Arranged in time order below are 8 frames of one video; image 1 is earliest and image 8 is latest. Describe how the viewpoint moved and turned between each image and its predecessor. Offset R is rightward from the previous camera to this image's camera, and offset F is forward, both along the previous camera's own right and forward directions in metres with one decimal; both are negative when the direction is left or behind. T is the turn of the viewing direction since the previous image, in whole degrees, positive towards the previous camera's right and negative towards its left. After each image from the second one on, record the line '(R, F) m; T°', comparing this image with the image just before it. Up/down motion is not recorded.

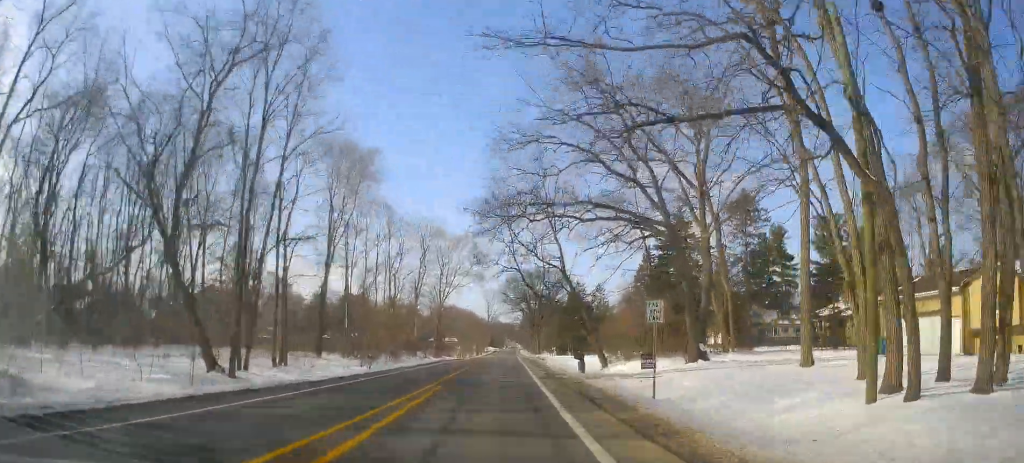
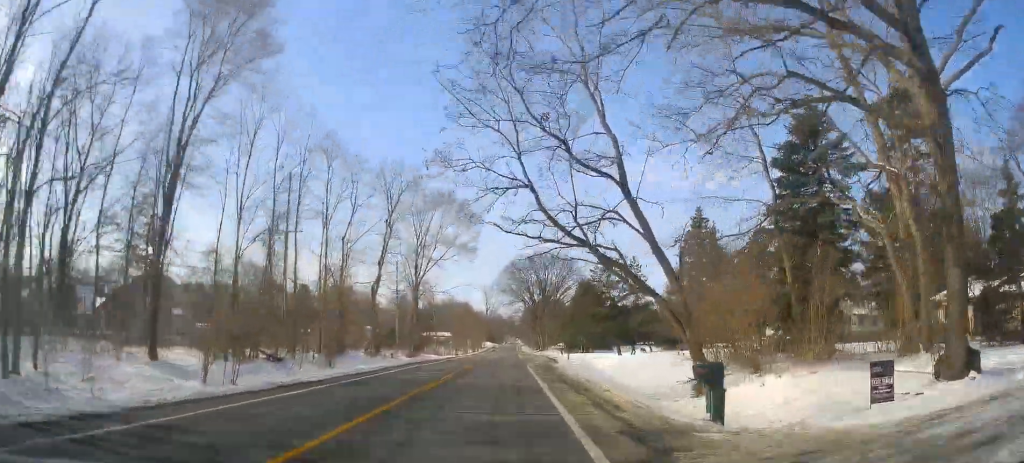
(+0.1, +19.2) m; +1°
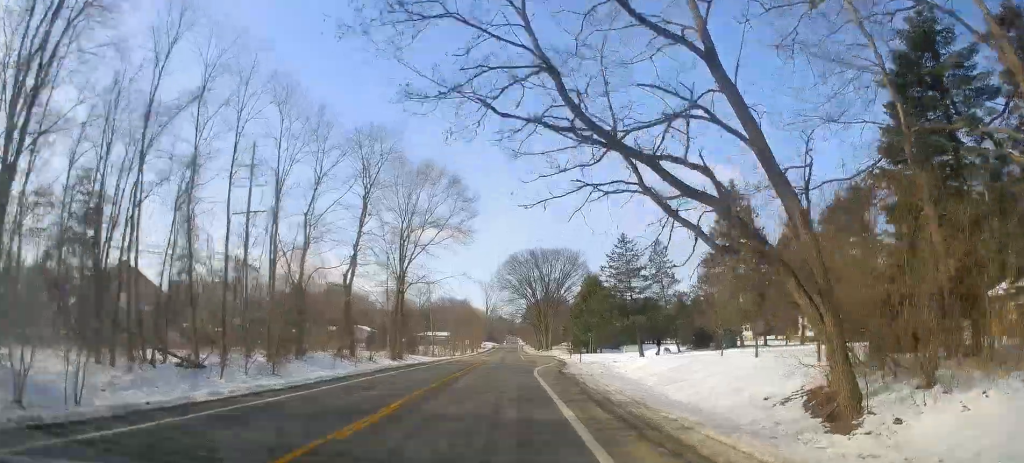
(0.0, +8.3) m; +1°
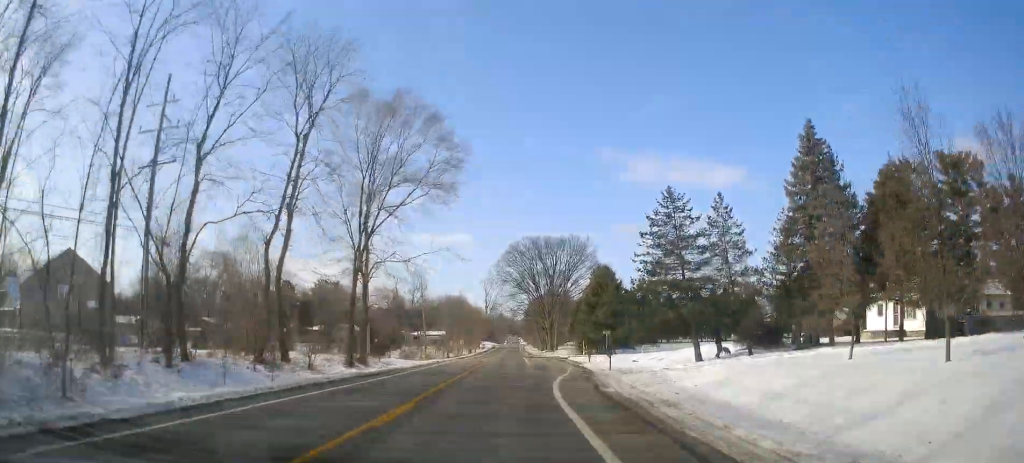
(+0.1, +13.2) m; +1°
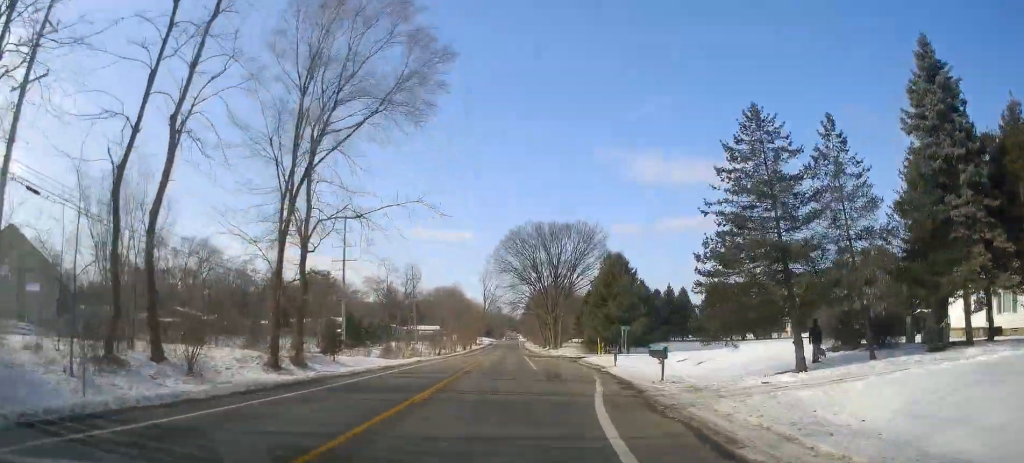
(+0.4, +11.6) m; 0°
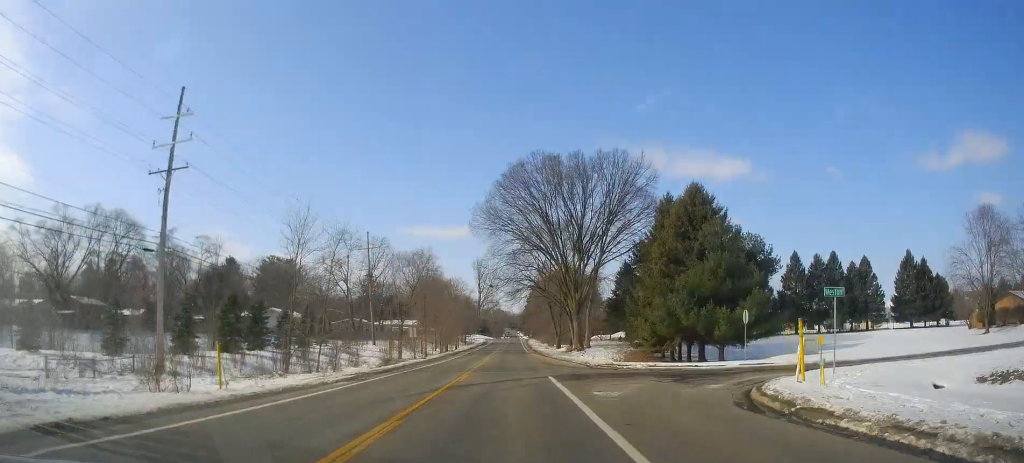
(-1.1, +38.0) m; -2°
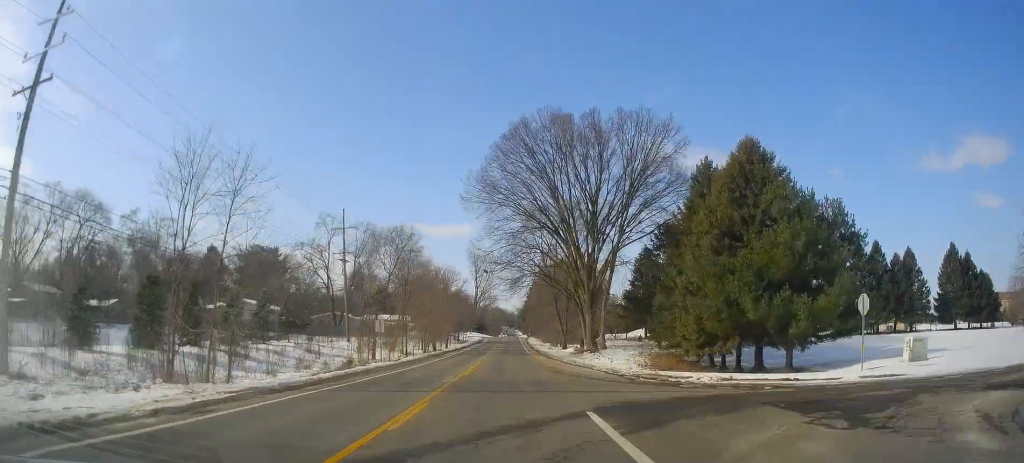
(0.0, +12.7) m; 0°
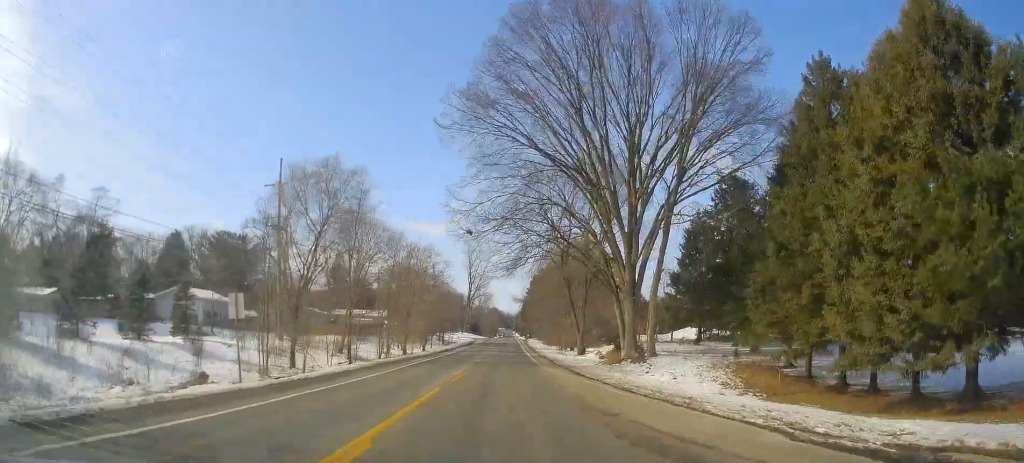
(0.0, +20.9) m; 0°
